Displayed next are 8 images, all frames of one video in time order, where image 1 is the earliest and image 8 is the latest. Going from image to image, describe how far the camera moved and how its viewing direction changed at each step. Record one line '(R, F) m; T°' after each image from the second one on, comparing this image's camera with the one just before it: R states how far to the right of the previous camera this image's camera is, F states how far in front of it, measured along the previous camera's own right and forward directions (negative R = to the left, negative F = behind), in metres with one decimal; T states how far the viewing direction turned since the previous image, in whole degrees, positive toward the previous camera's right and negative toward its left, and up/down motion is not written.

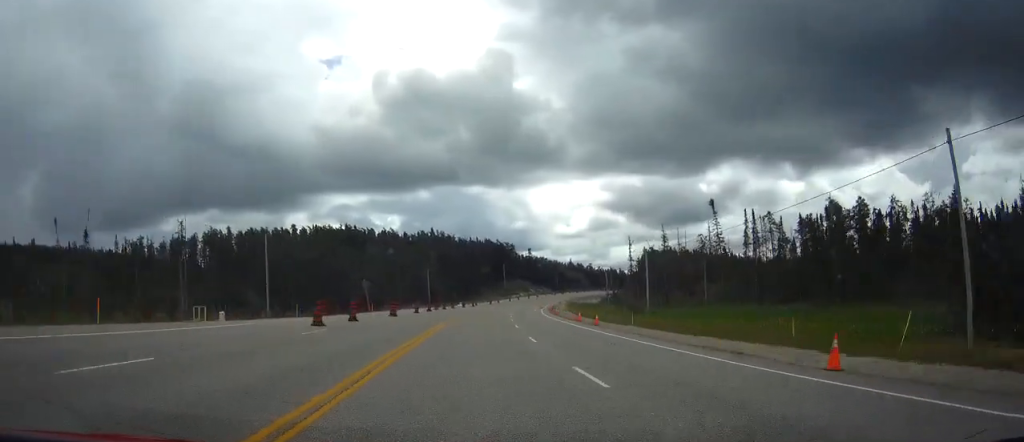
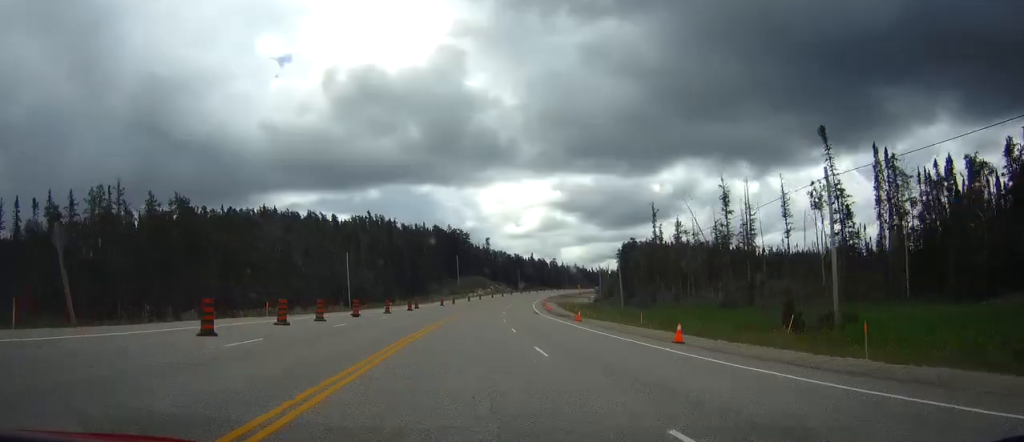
(+1.9, +54.7) m; +4°
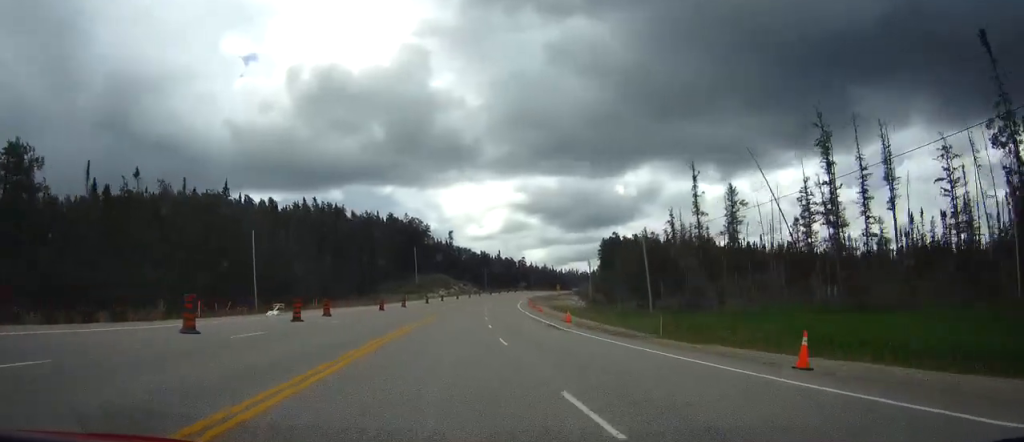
(+0.8, +33.0) m; +3°
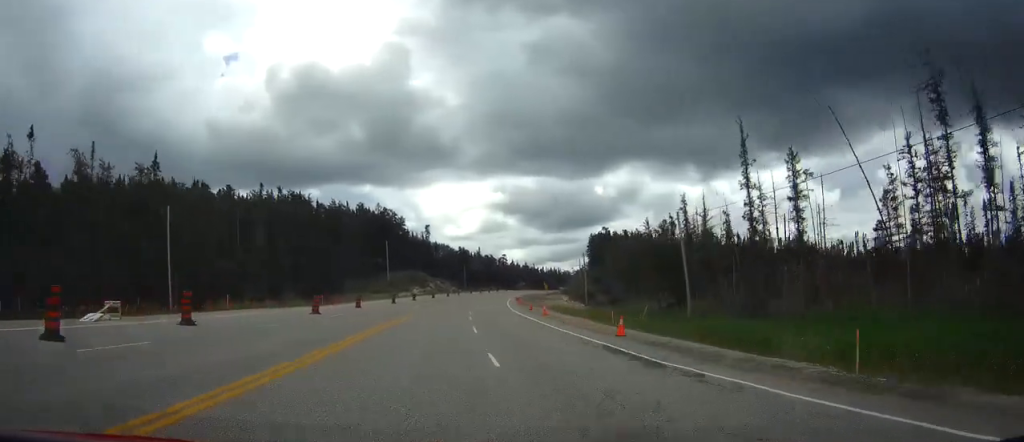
(+0.2, +18.2) m; +2°
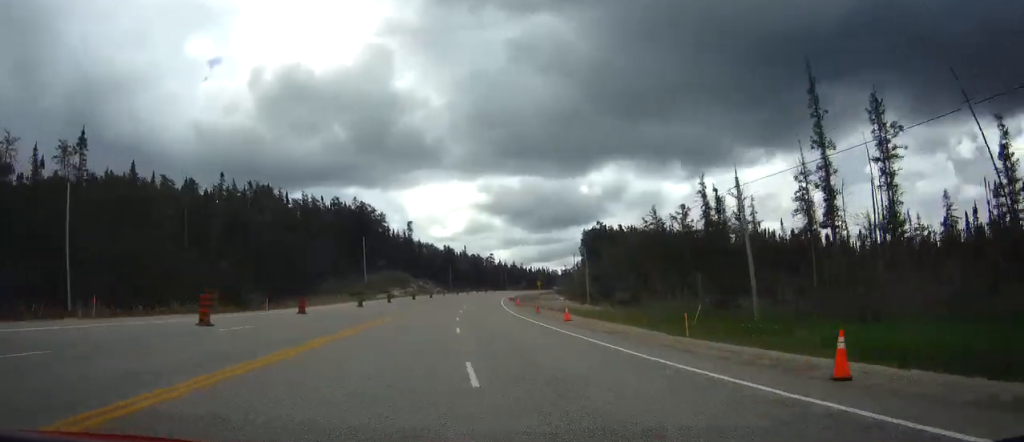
(+0.2, +14.7) m; +1°
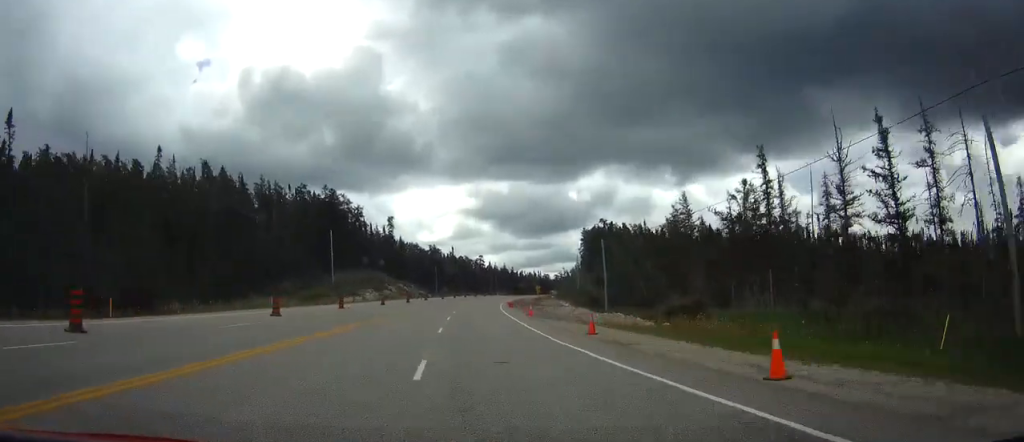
(+0.3, +22.5) m; +1°
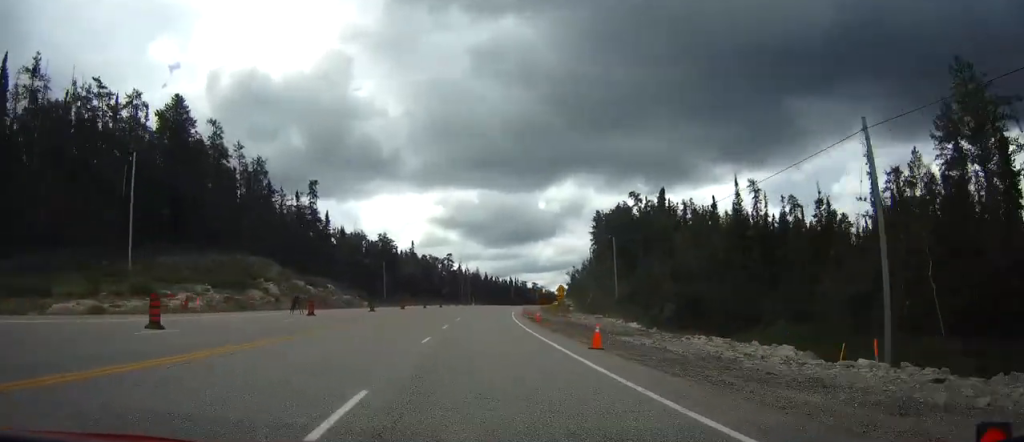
(+4.8, +64.7) m; +8°
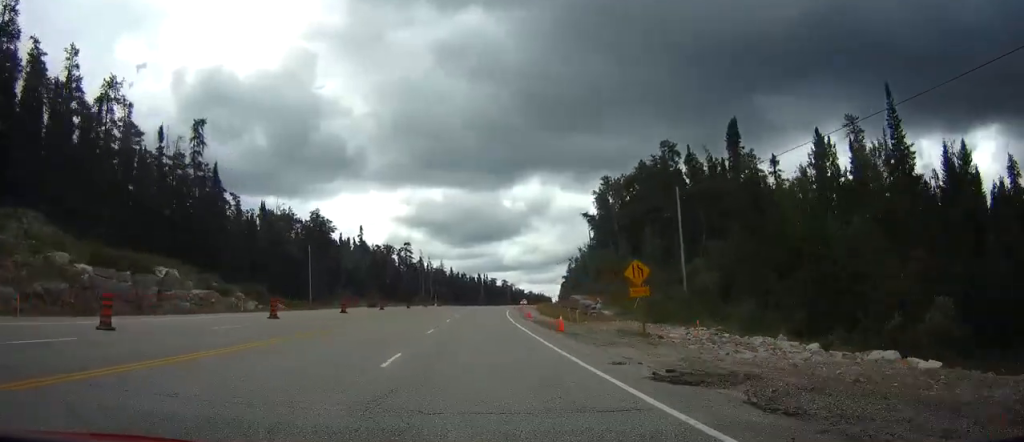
(+0.3, +41.0) m; 0°
